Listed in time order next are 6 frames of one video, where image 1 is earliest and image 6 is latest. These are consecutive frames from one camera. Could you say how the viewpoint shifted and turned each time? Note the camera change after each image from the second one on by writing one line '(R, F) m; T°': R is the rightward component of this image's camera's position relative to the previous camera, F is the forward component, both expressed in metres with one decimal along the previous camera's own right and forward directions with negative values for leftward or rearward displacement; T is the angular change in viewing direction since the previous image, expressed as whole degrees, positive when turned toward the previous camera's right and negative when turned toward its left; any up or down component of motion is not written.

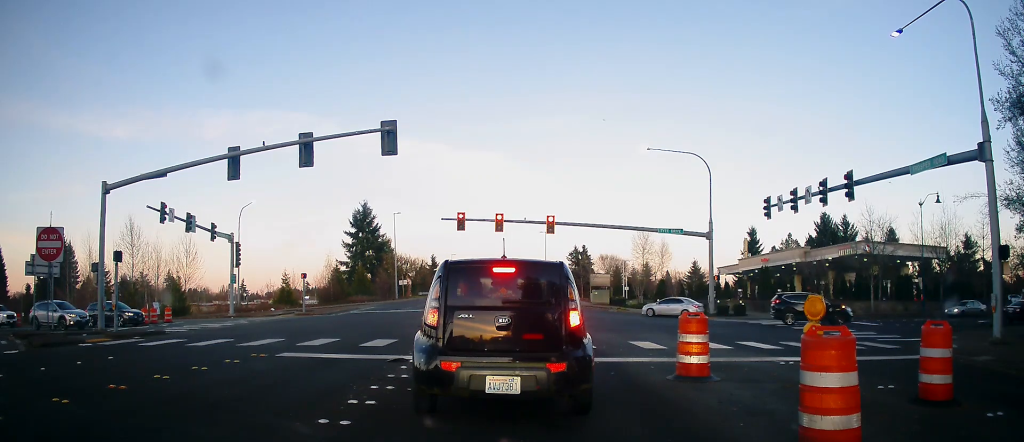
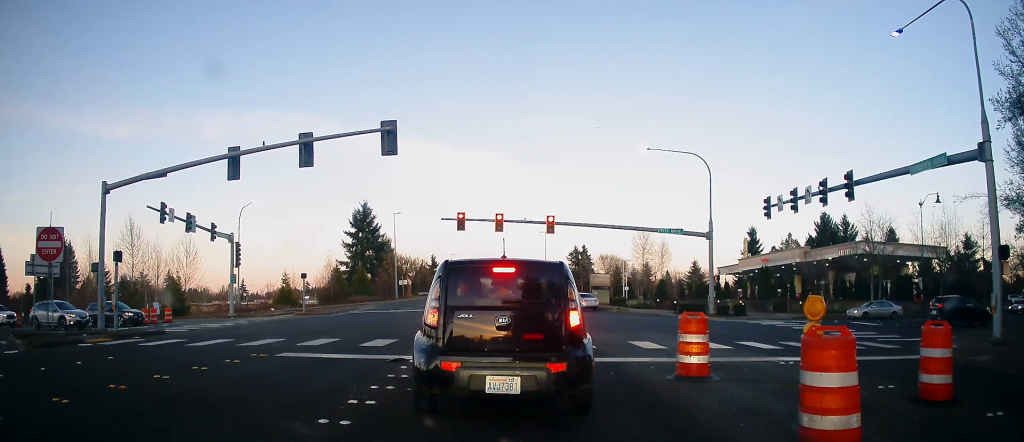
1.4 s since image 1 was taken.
(0.0, 0.0) m; 0°
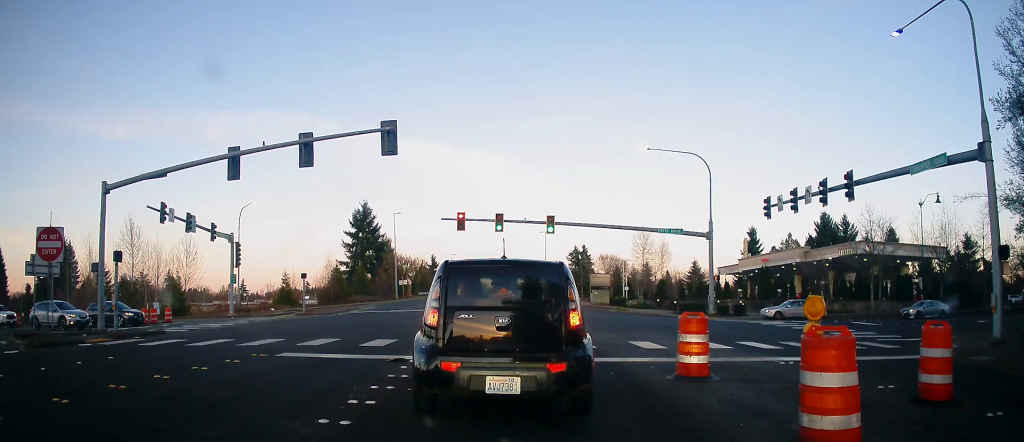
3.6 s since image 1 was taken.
(0.0, 0.0) m; 0°
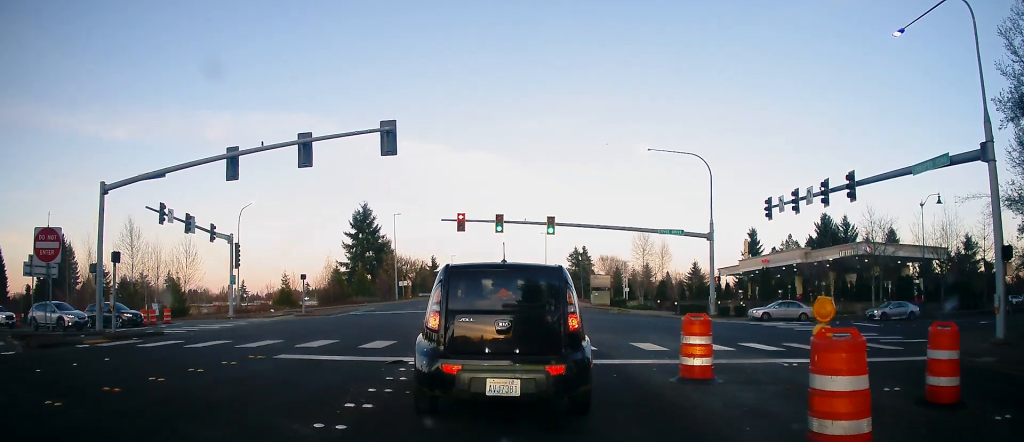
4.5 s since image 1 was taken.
(0.0, 0.0) m; 0°
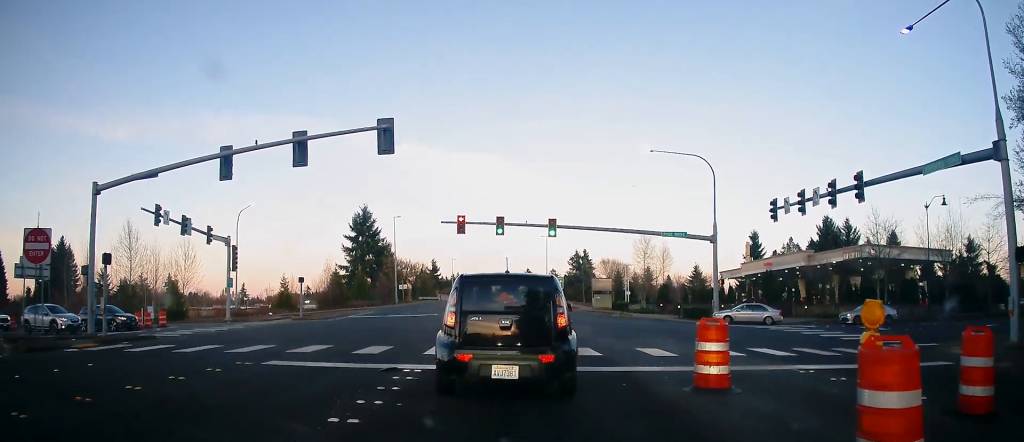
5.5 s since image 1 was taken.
(0.0, +0.2) m; 0°
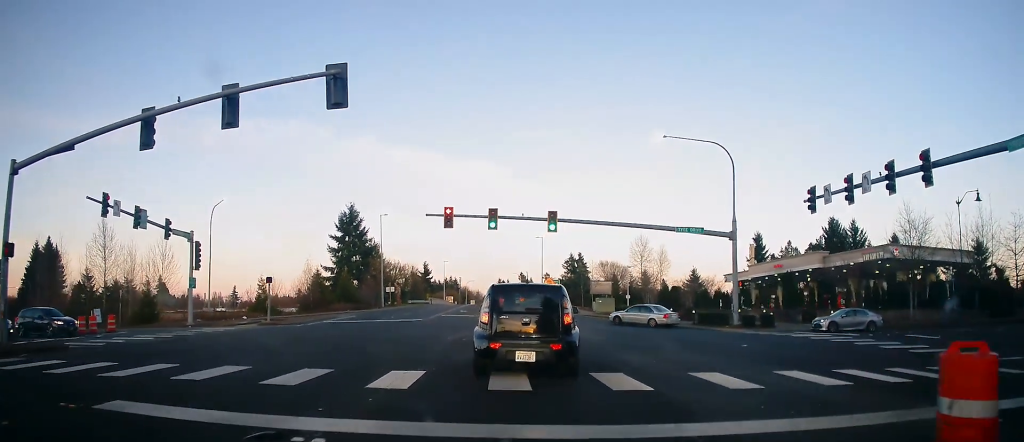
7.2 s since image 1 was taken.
(0.0, +2.9) m; 0°
